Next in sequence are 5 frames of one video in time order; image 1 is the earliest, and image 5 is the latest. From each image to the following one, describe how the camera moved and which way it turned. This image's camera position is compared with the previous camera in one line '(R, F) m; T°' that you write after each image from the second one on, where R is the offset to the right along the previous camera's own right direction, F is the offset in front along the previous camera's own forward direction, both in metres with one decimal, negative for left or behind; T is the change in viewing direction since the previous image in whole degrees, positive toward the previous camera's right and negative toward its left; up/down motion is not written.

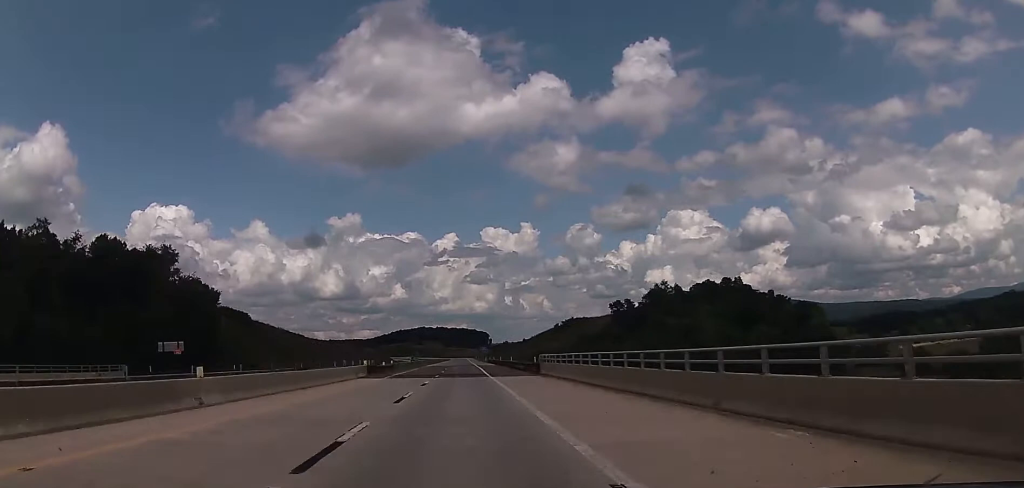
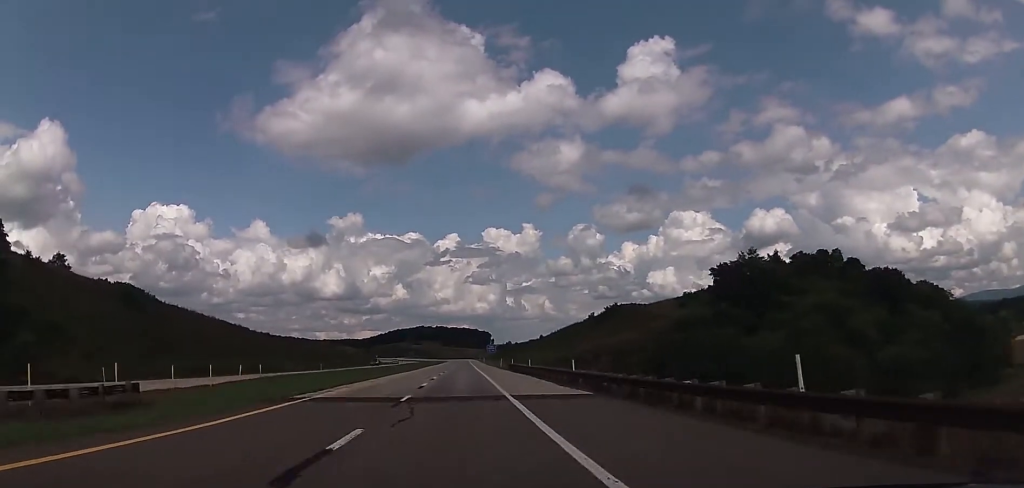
(0.0, +74.0) m; +1°
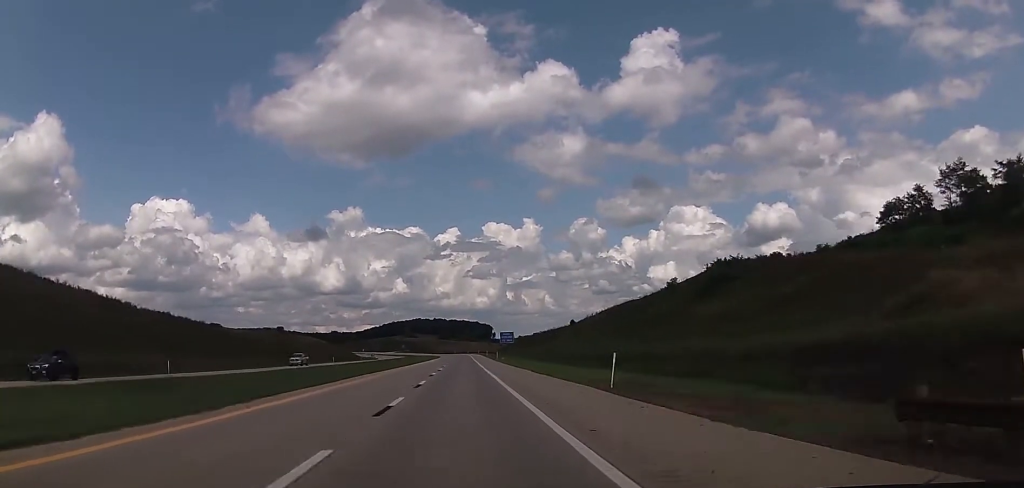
(-0.4, +78.0) m; -1°
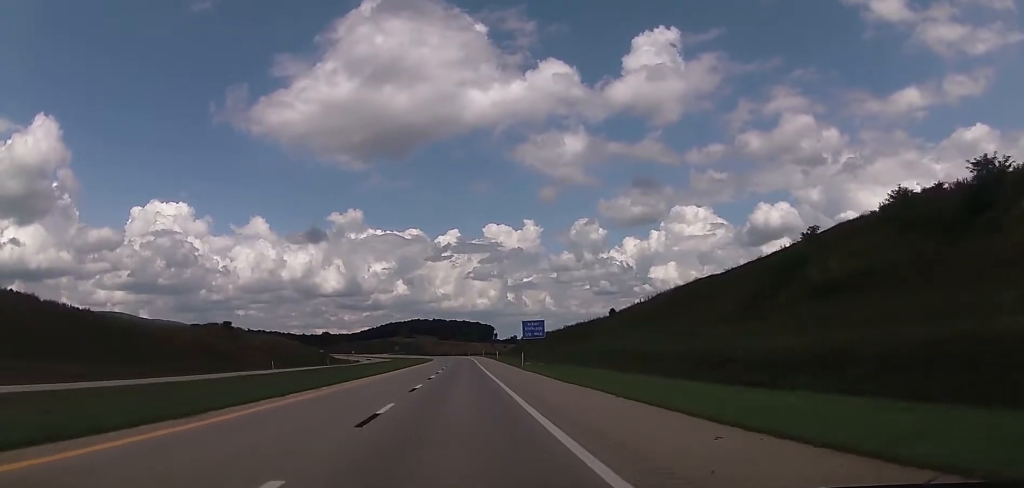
(-0.3, +51.7) m; 0°
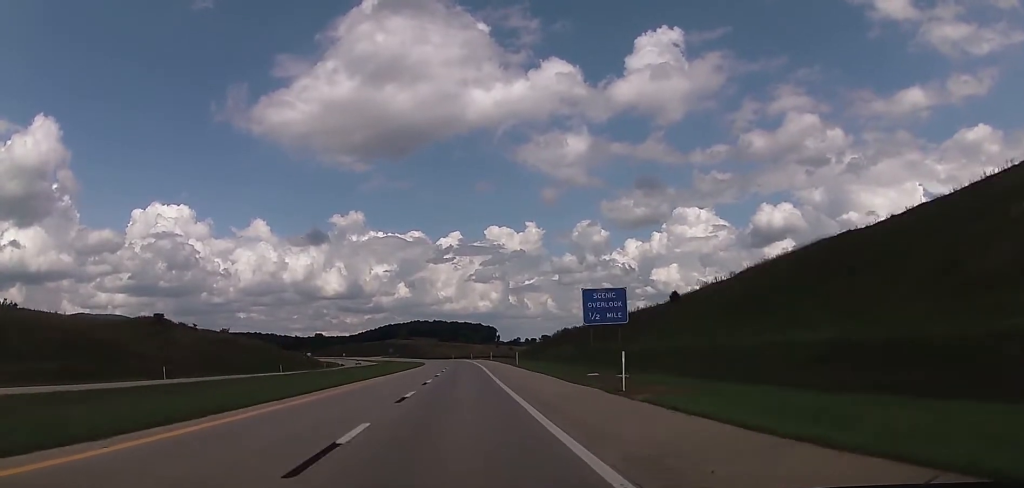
(+0.5, +41.8) m; +1°
